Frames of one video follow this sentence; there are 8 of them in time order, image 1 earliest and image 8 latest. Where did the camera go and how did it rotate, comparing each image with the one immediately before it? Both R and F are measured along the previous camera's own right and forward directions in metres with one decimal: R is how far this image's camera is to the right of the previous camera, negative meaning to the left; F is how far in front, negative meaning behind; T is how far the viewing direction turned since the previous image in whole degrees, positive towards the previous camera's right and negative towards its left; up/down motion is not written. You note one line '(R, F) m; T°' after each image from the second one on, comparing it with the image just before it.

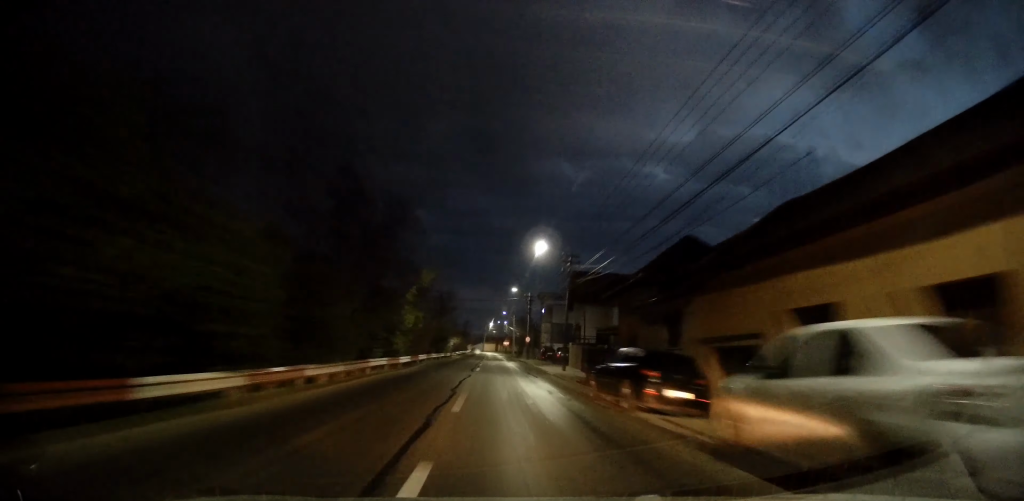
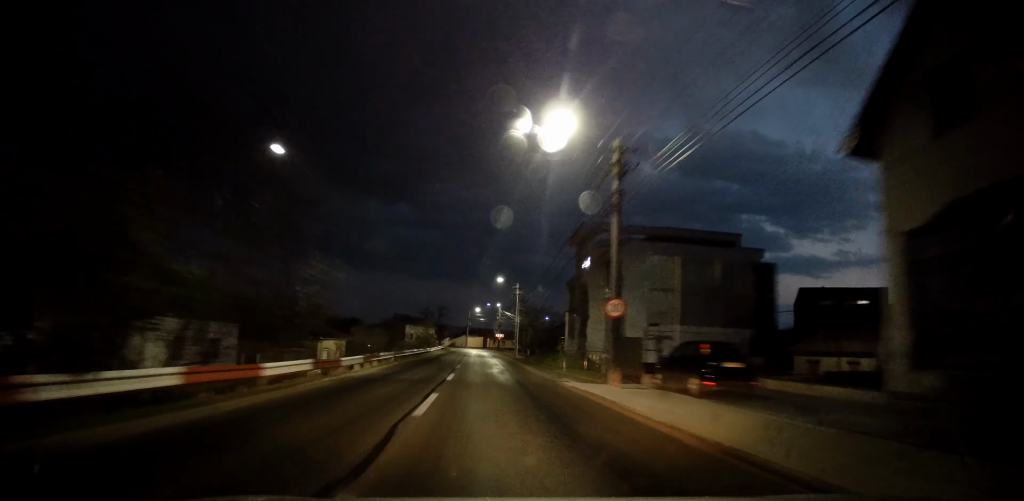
(+0.7, +47.7) m; +1°
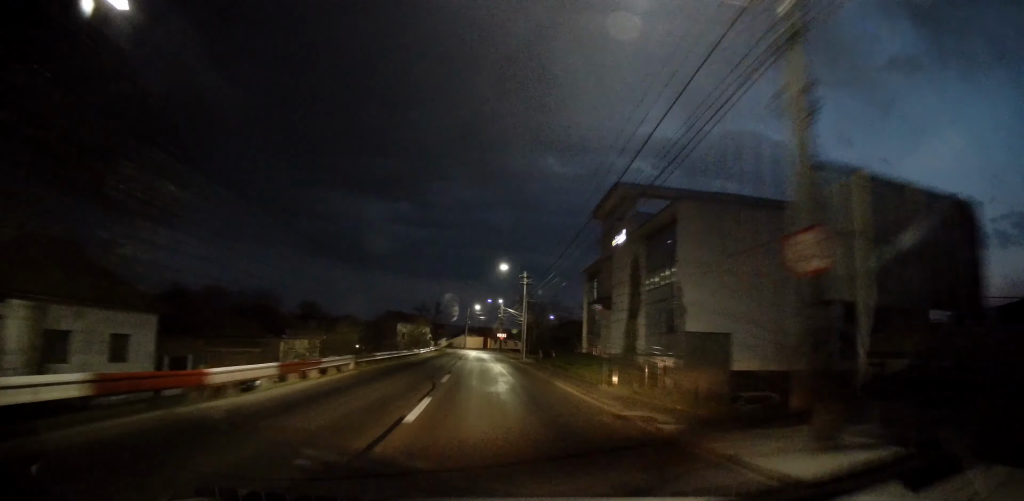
(0.0, +10.4) m; 0°
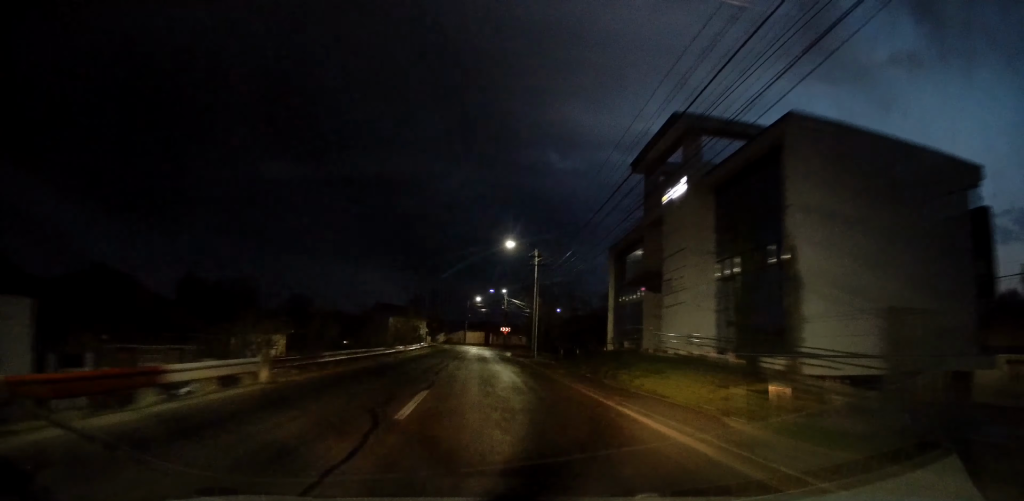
(0.0, +9.6) m; 0°
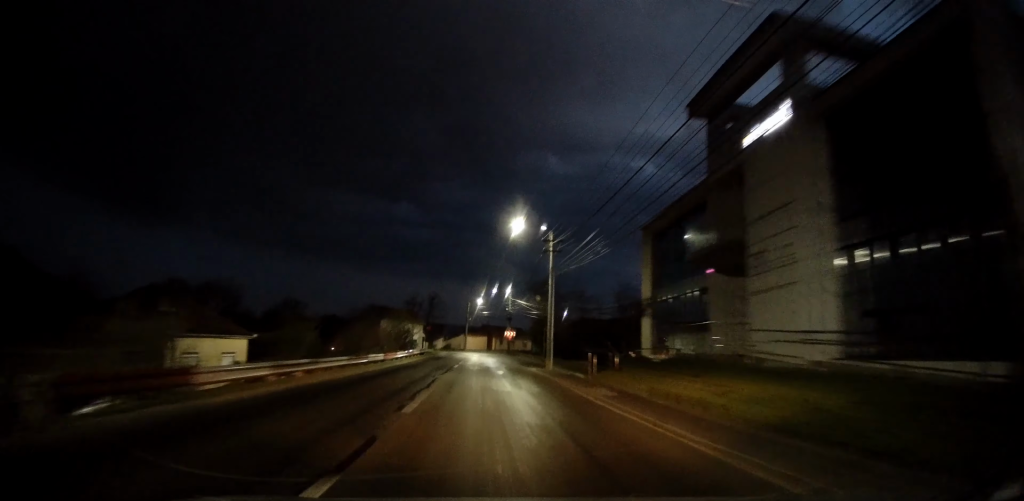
(0.0, +8.2) m; 0°
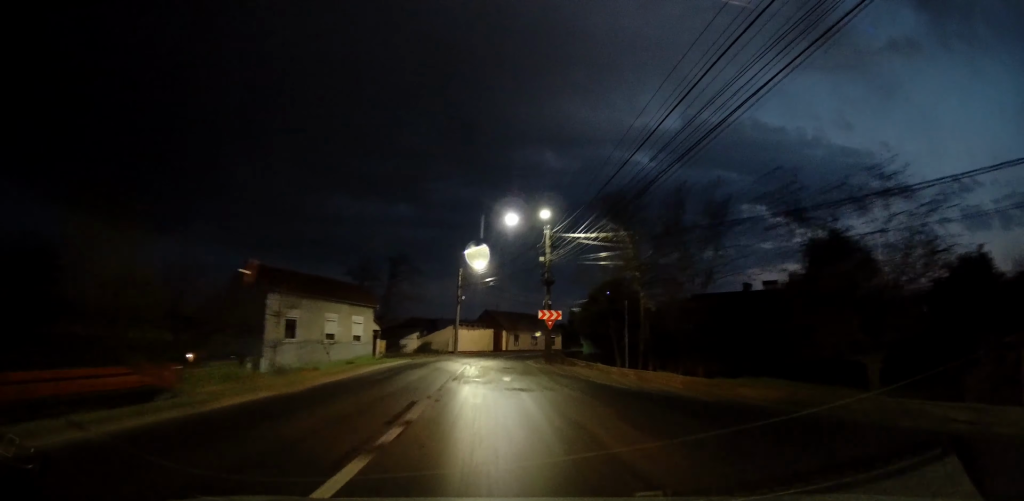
(-0.3, +39.8) m; -1°
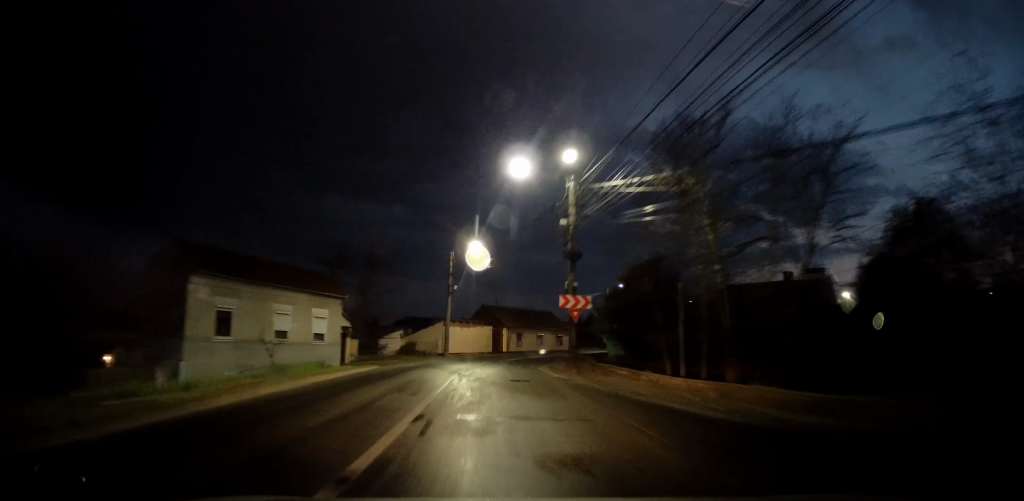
(+0.1, +9.8) m; 0°
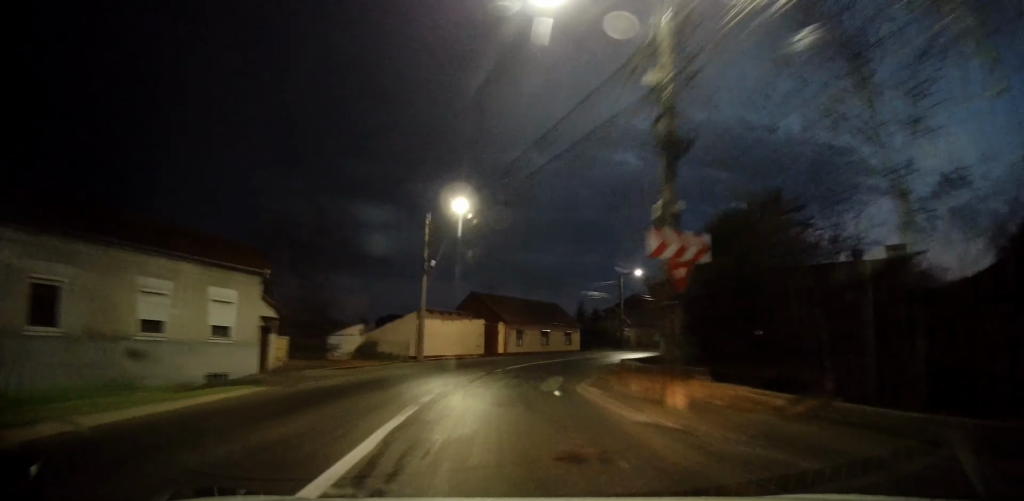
(0.0, +12.2) m; +2°
